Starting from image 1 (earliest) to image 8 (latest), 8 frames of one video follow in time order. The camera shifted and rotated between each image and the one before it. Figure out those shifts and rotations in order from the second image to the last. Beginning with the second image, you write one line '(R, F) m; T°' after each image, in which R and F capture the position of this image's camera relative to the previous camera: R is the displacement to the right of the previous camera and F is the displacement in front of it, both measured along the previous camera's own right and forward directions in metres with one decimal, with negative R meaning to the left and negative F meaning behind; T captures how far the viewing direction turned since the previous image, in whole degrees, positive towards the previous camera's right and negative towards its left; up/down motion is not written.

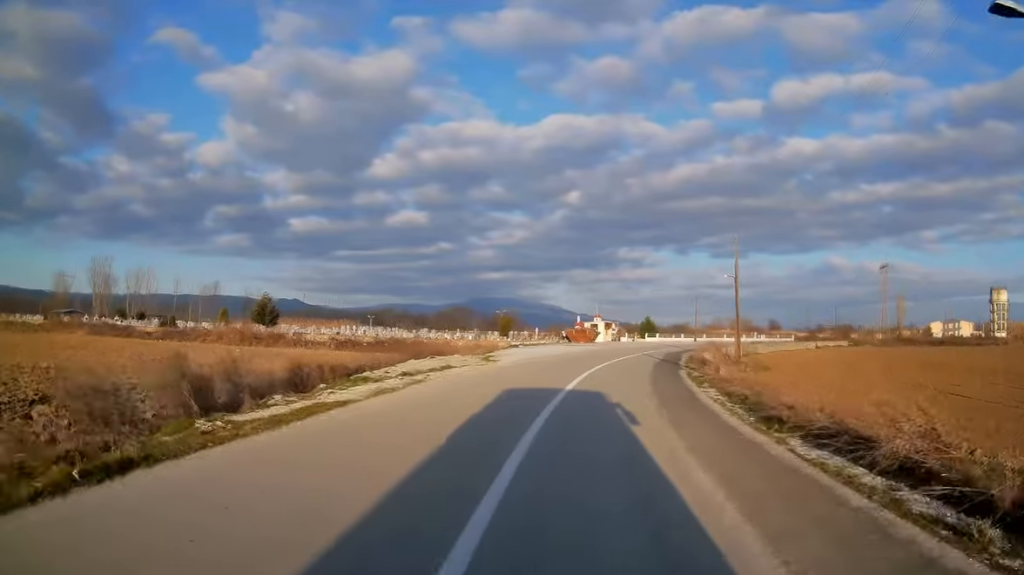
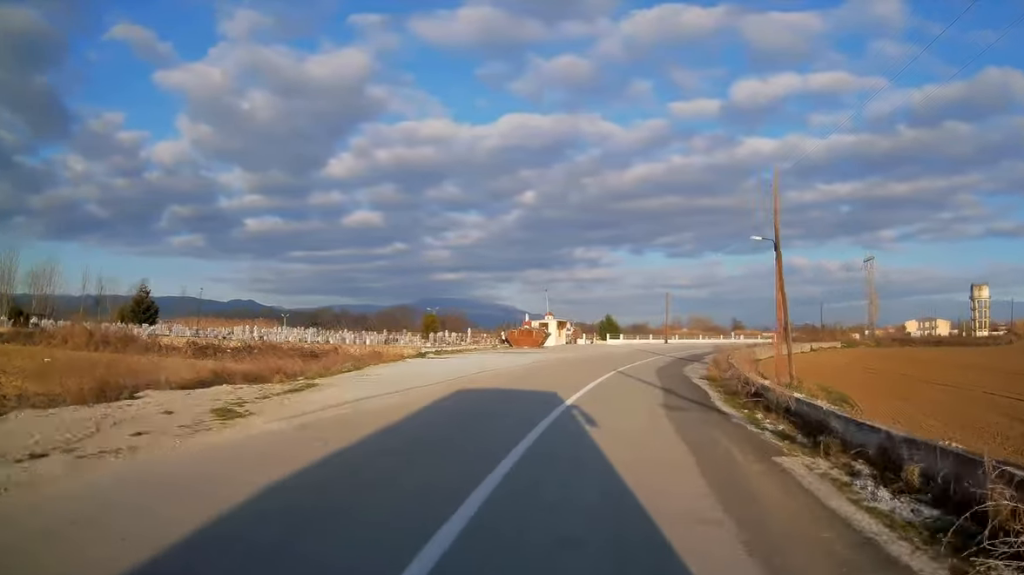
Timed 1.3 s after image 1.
(+0.1, +19.9) m; +1°
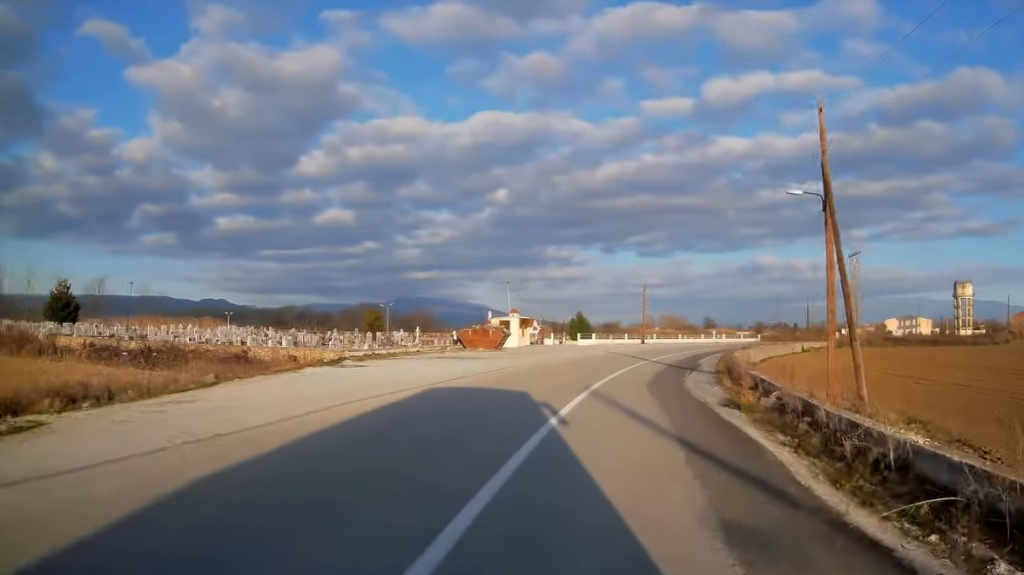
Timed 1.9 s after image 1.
(0.0, +9.2) m; +1°
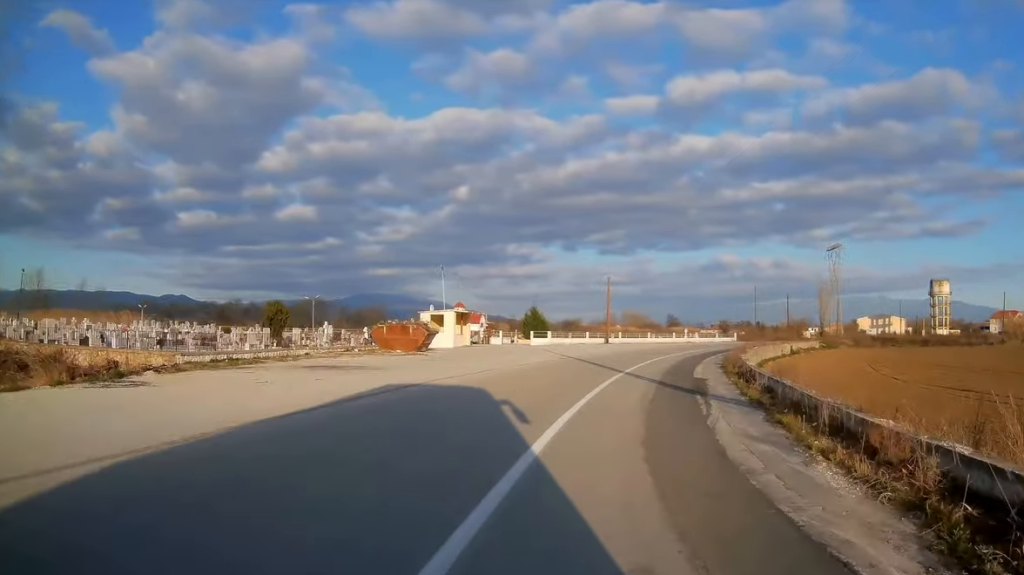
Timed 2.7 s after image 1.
(+0.2, +12.2) m; +3°
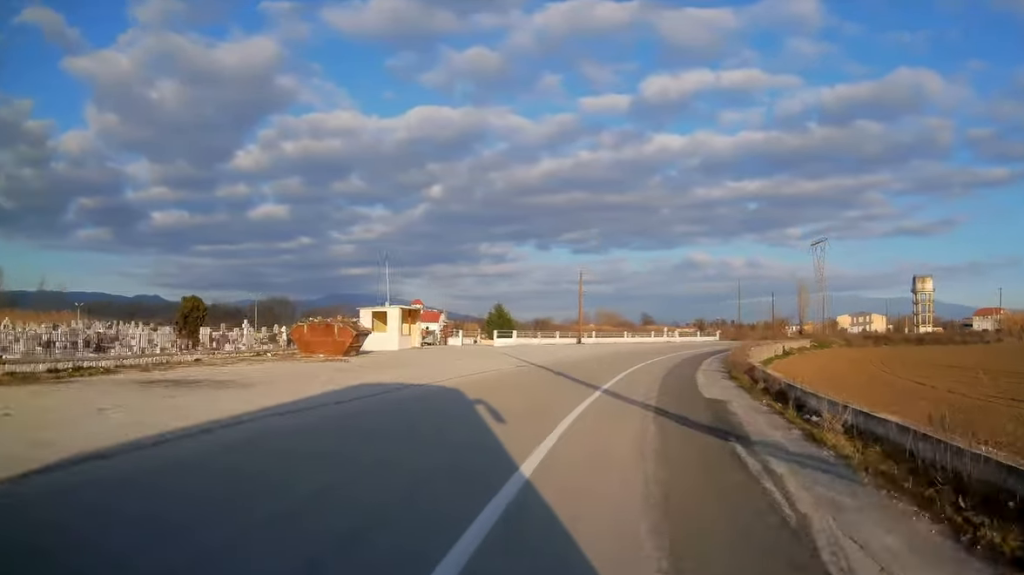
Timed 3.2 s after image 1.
(+0.1, +7.5) m; +3°
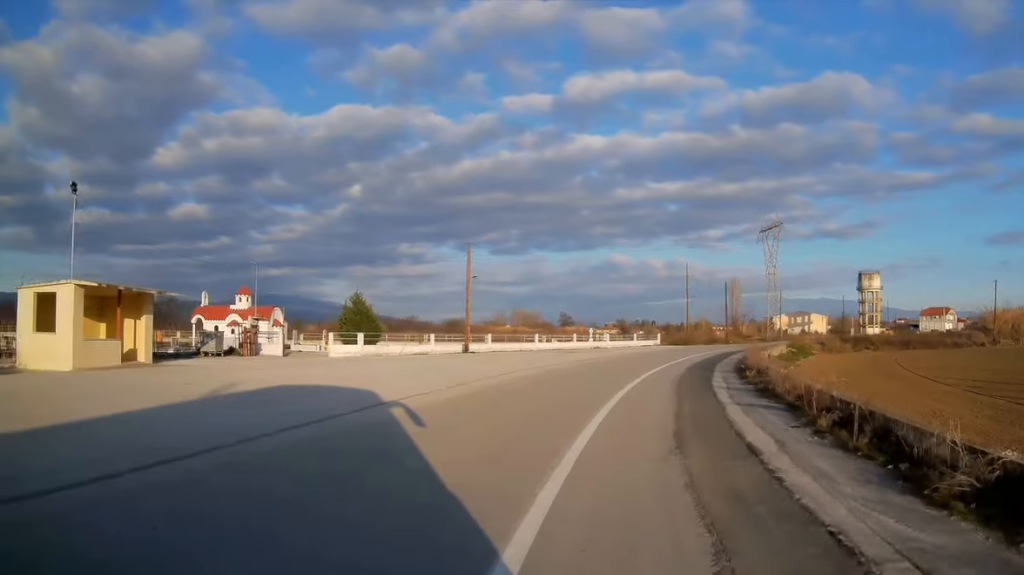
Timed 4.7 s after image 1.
(+1.6, +22.5) m; +6°
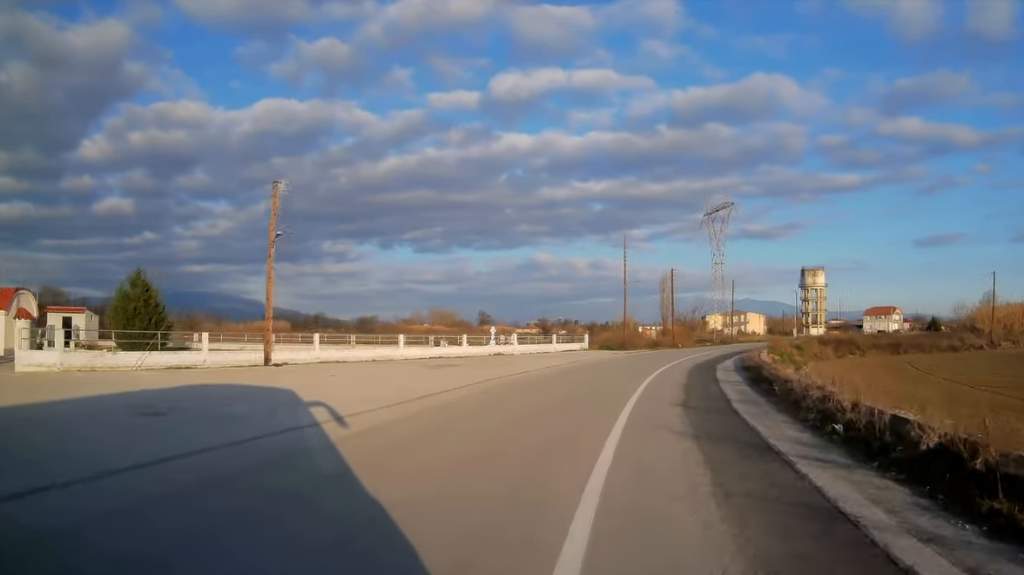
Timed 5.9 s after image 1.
(+0.7, +18.9) m; +5°
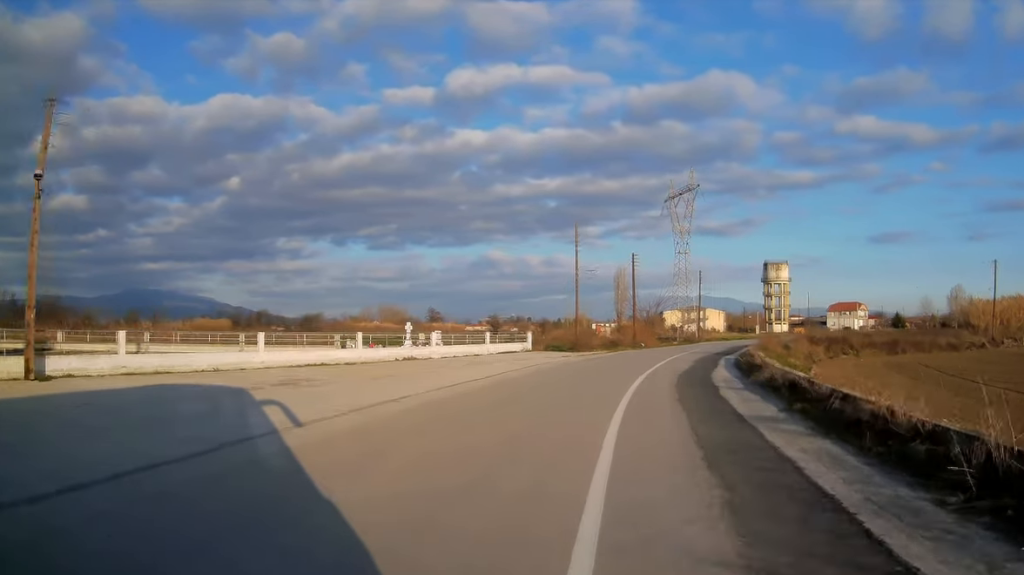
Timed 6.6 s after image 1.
(+0.3, +10.3) m; +4°
